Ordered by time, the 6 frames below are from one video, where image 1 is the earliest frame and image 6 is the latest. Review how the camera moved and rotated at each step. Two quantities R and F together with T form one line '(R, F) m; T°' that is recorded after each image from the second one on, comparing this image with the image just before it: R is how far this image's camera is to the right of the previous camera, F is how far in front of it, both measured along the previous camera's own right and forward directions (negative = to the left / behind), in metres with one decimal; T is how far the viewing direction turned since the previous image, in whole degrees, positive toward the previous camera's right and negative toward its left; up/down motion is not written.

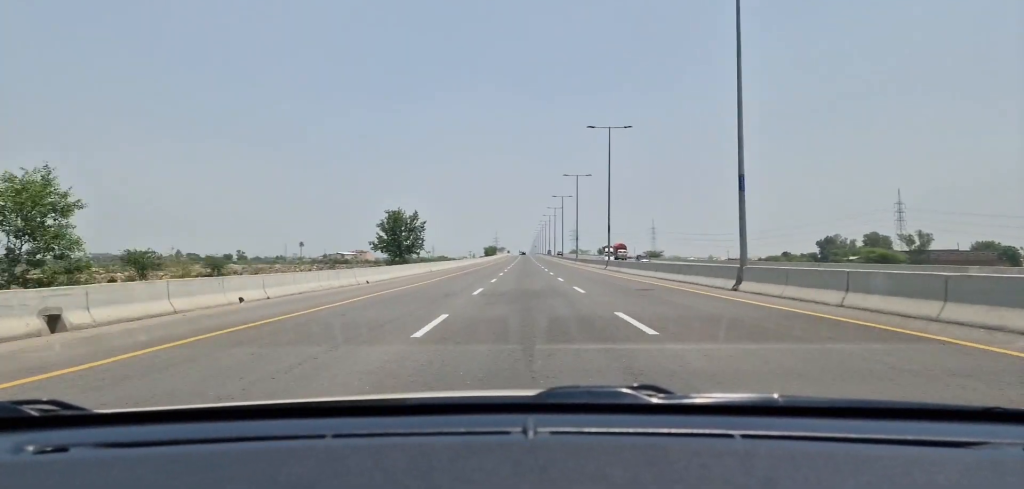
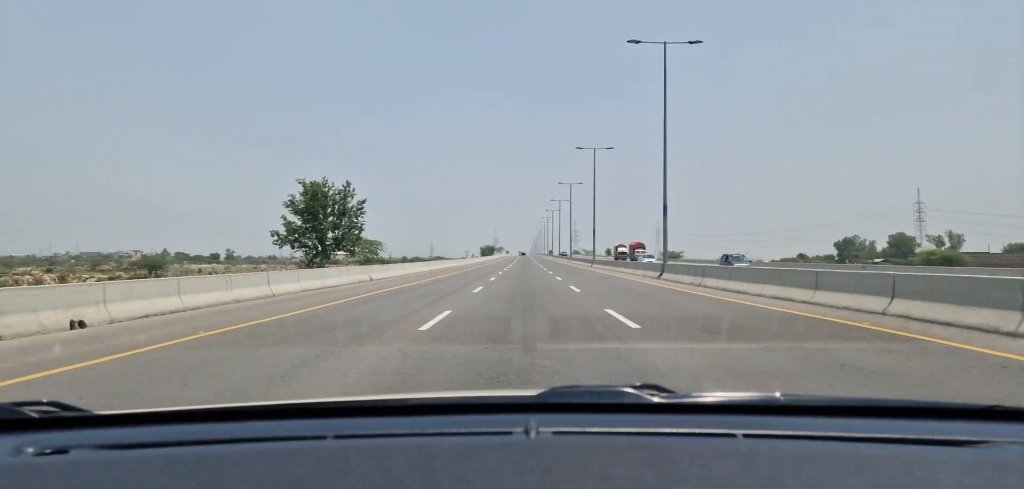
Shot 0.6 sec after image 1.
(0.0, +23.9) m; 0°
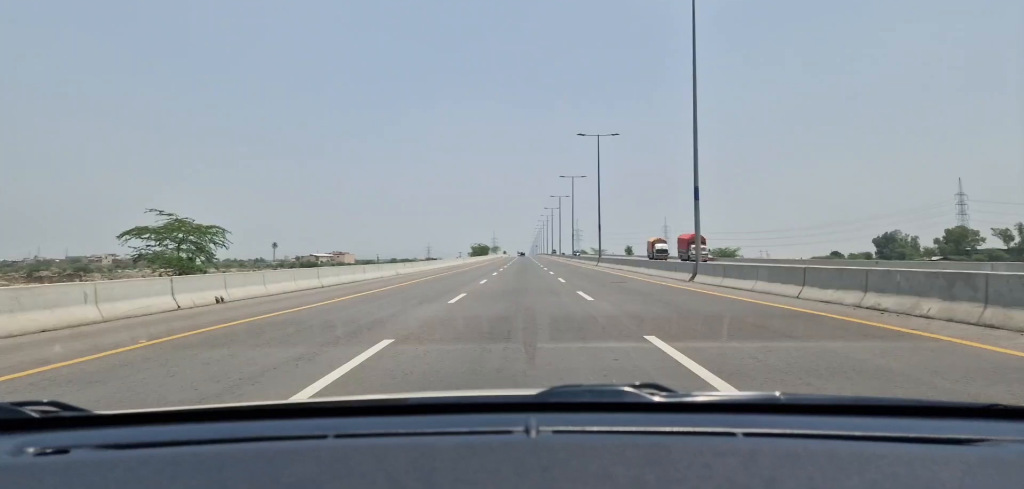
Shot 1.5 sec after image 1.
(0.0, +41.0) m; 0°
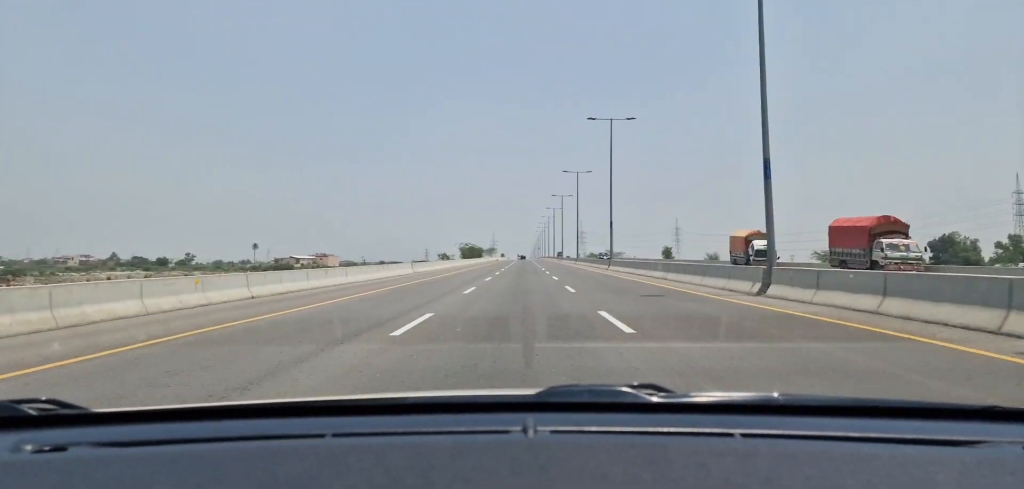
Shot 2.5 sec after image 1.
(0.0, +42.3) m; 0°
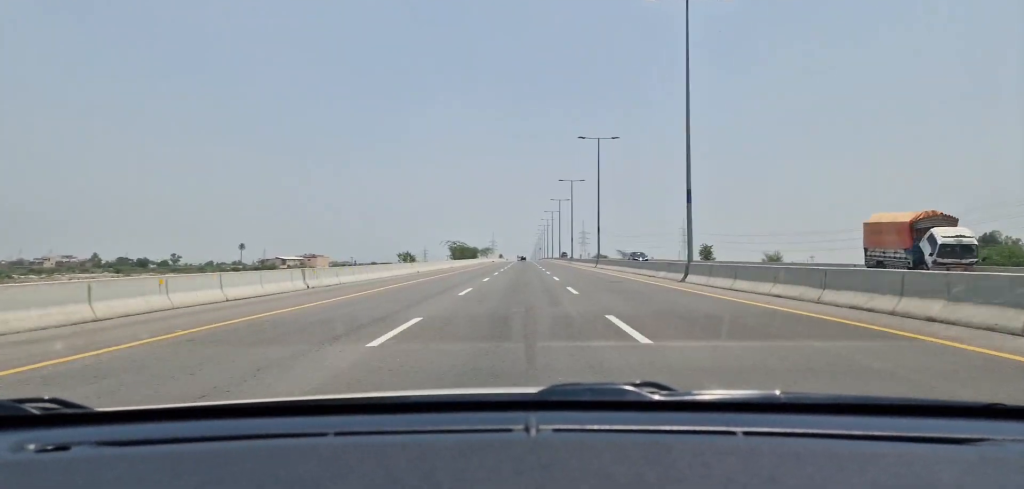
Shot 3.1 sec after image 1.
(0.0, +26.4) m; 0°
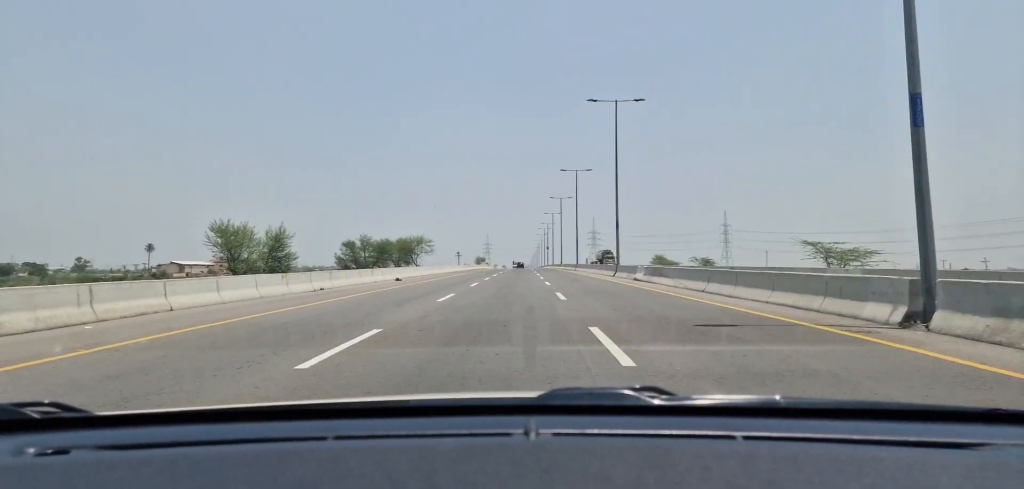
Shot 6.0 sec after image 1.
(0.0, +121.7) m; 0°
